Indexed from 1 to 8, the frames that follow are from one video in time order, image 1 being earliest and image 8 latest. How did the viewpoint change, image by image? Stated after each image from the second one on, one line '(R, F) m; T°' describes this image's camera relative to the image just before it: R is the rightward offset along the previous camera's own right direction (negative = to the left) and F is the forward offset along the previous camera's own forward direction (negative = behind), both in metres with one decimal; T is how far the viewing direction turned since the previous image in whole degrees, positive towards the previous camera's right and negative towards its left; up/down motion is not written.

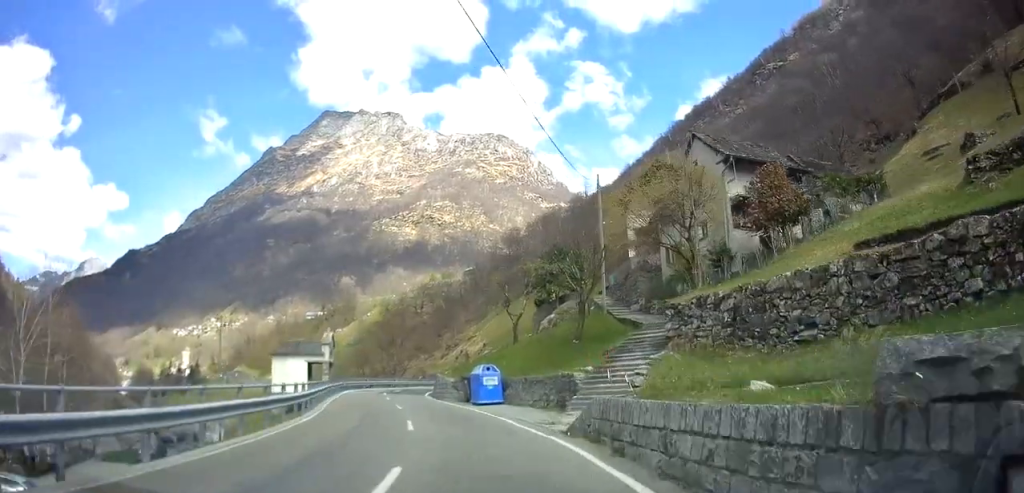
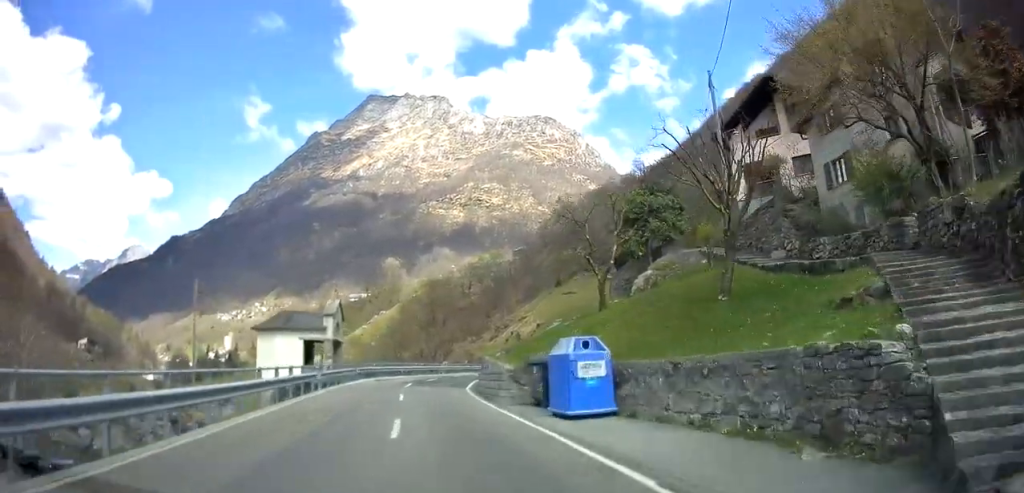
(-0.2, +13.4) m; -4°
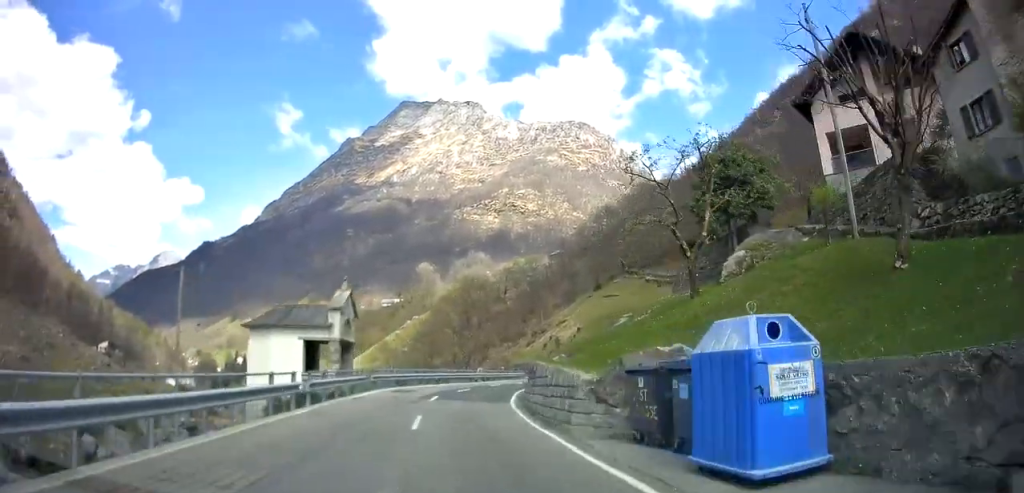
(-0.2, +6.8) m; -2°
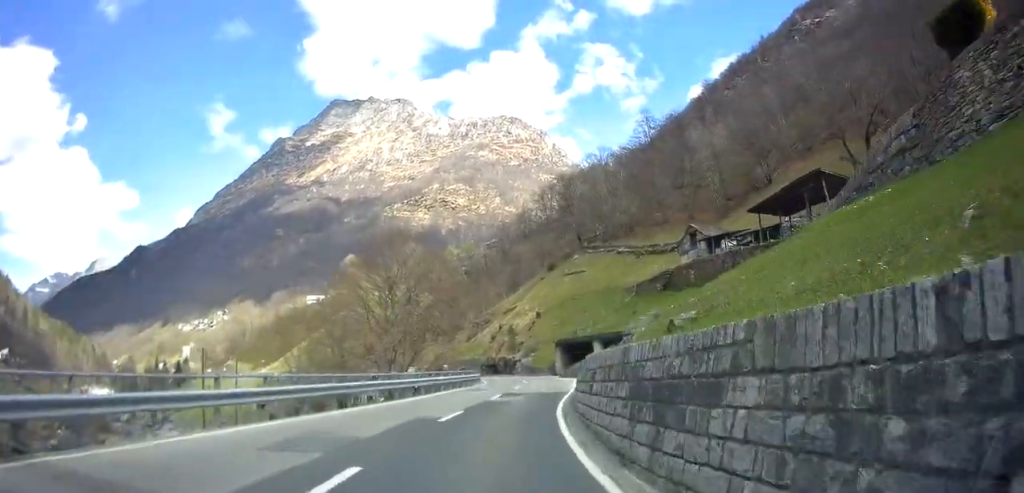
(0.0, +26.7) m; +5°
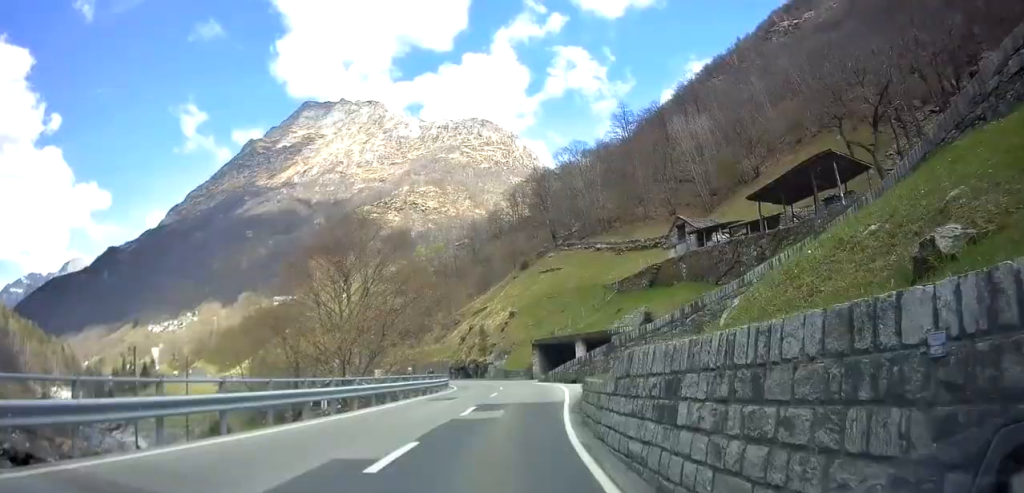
(0.0, +6.2) m; +3°
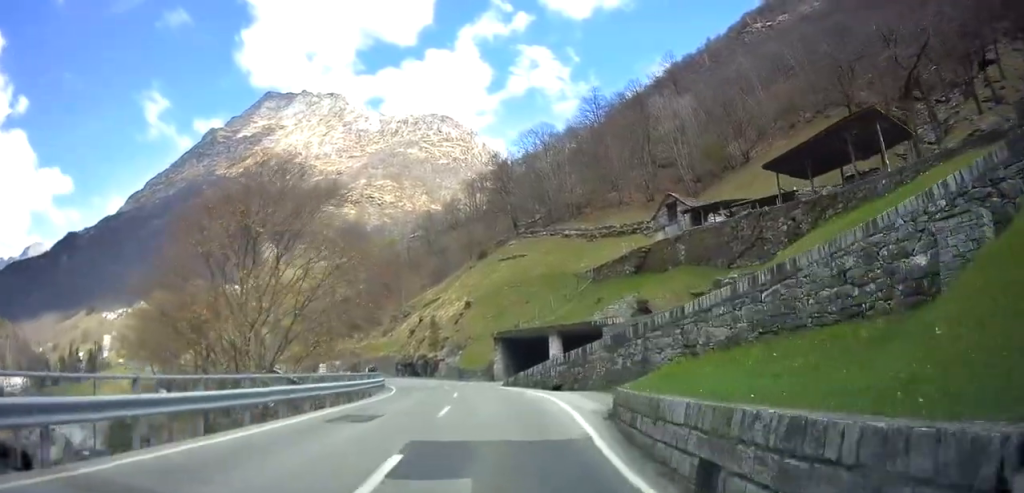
(+0.5, +9.9) m; +4°
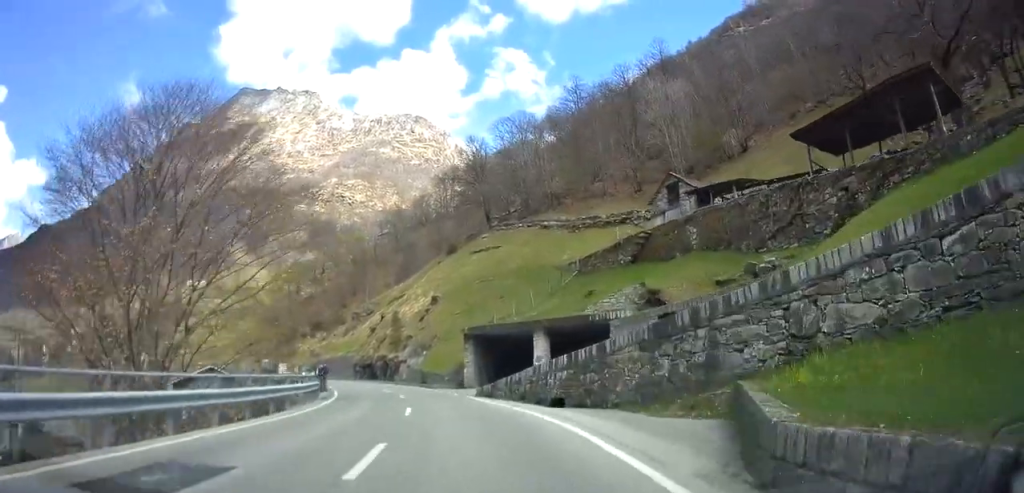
(+0.3, +7.9) m; +2°
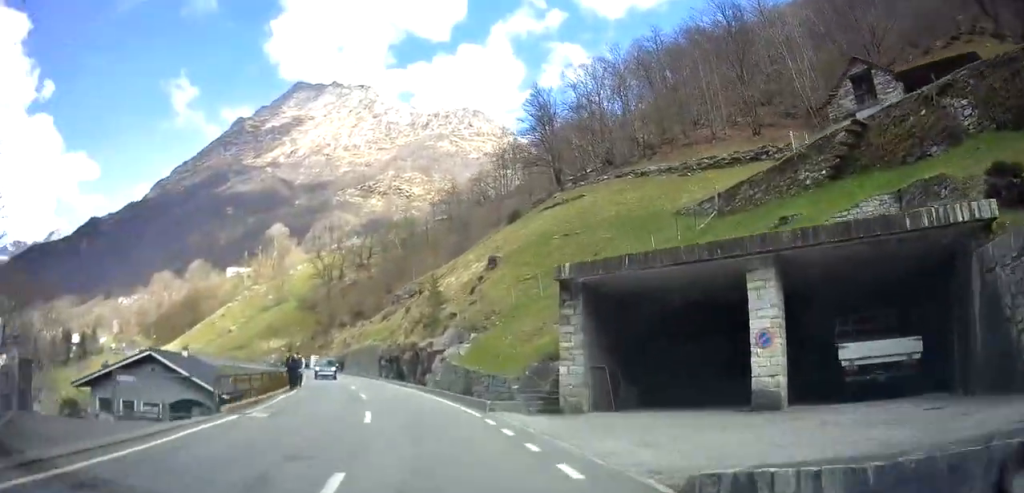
(+0.1, +20.5) m; -3°
